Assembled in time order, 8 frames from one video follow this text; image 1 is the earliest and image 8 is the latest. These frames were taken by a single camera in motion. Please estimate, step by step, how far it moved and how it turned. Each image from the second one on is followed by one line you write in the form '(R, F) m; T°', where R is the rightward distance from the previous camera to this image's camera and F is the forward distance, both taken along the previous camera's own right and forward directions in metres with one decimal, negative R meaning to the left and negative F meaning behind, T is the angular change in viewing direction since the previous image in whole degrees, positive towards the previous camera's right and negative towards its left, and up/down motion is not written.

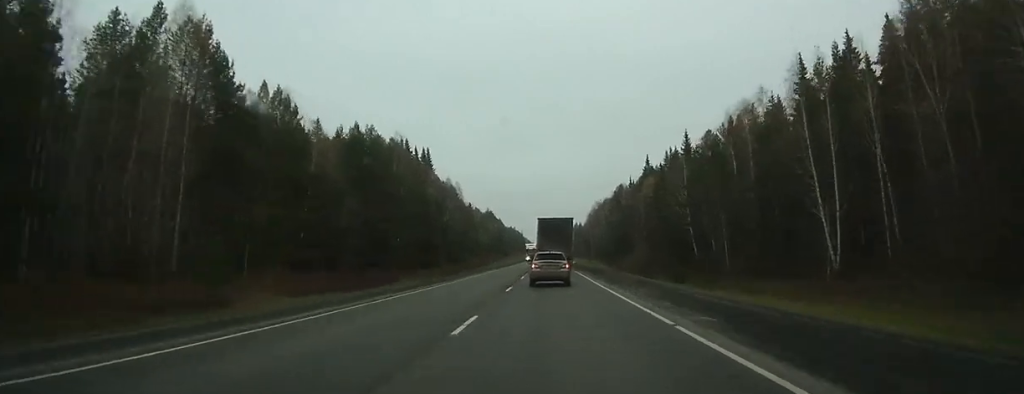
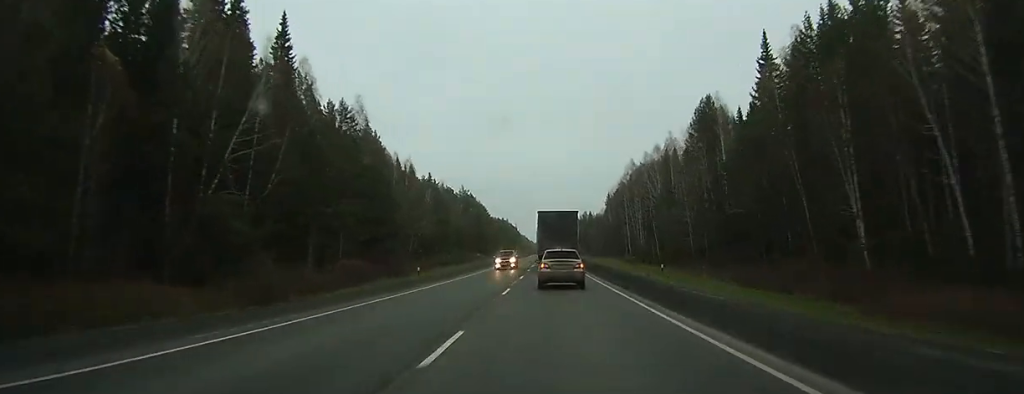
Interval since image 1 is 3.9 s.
(-0.5, +98.8) m; -1°
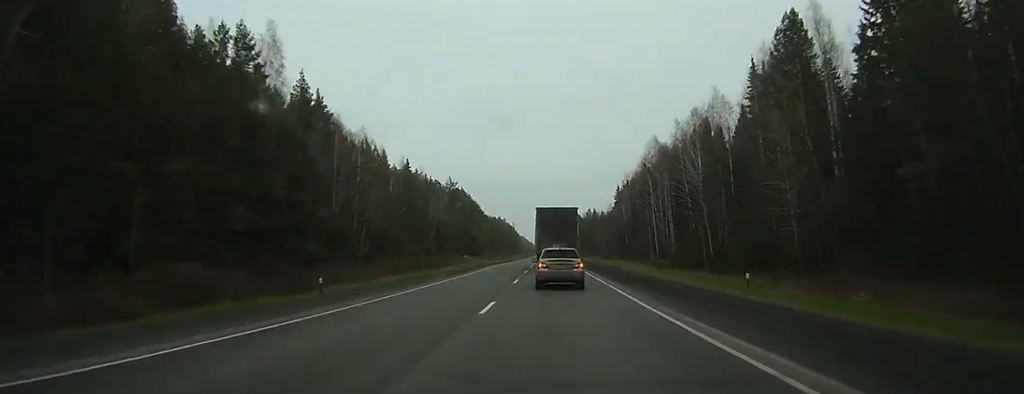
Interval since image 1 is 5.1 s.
(0.0, +30.2) m; 0°
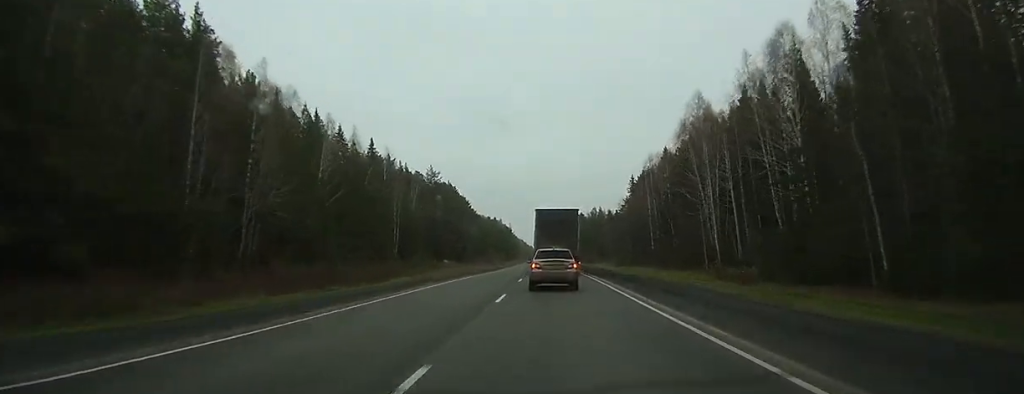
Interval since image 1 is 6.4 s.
(-0.3, +33.2) m; 0°
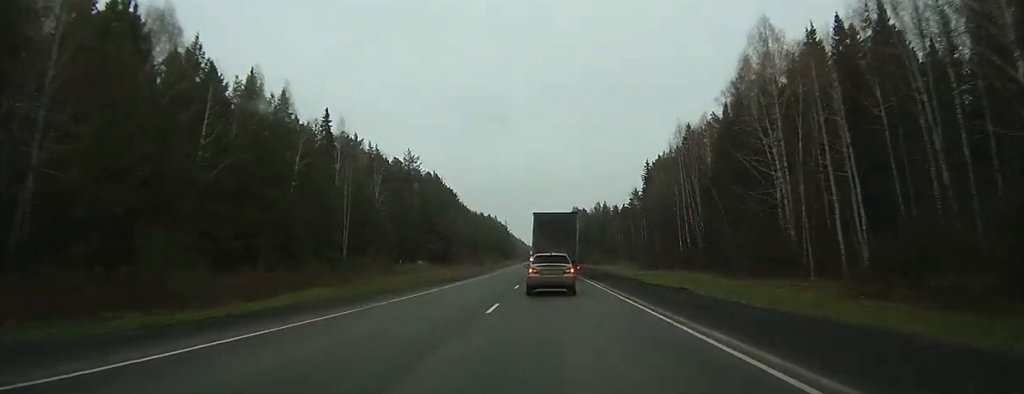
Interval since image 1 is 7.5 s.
(0.0, +26.3) m; 0°
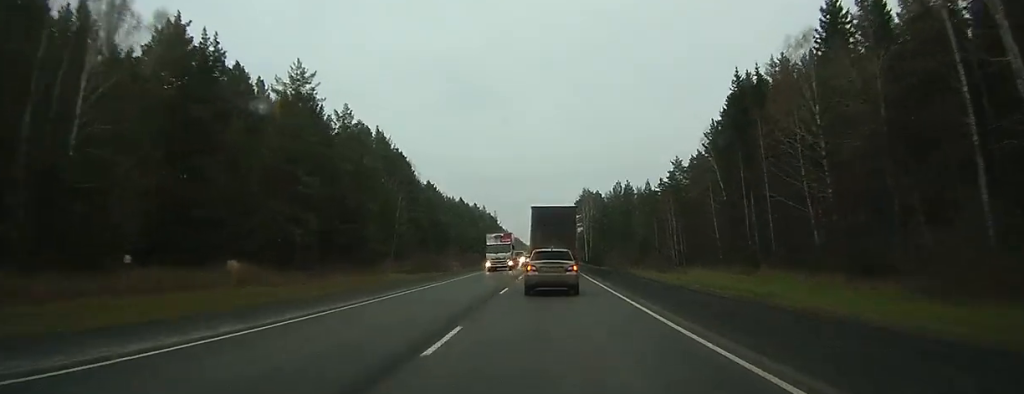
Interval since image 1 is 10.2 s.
(+0.5, +66.7) m; +1°
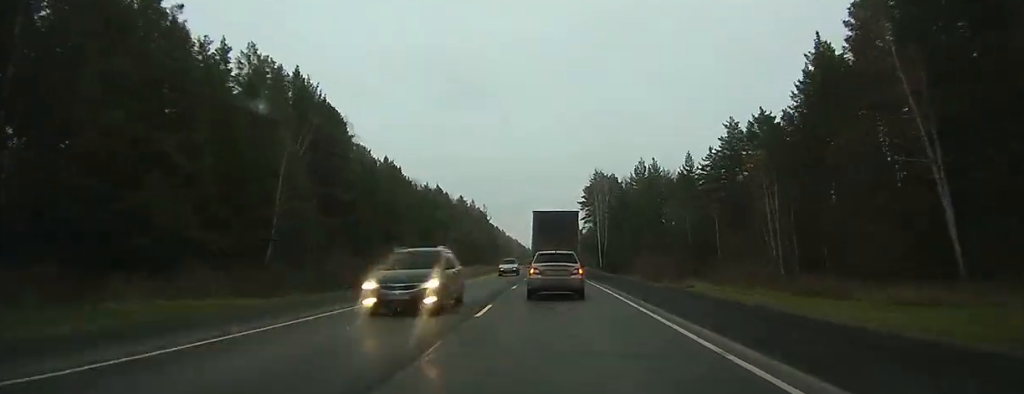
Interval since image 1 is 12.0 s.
(+0.2, +43.6) m; 0°
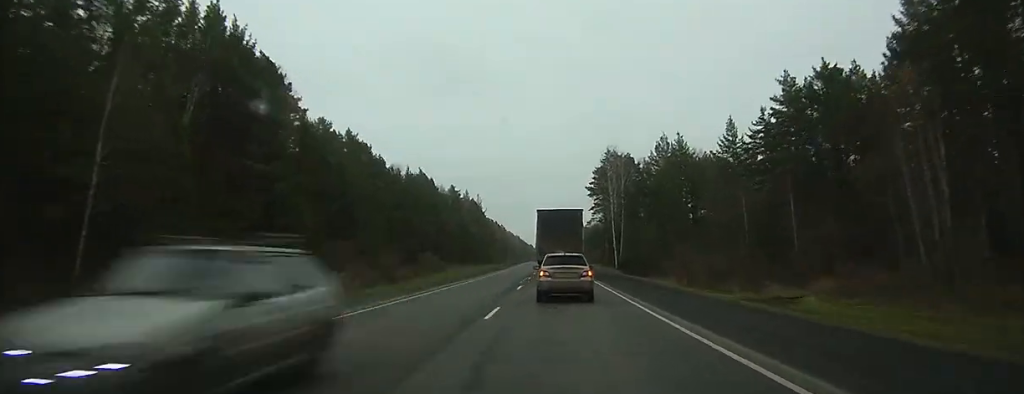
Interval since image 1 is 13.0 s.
(0.0, +24.1) m; 0°
